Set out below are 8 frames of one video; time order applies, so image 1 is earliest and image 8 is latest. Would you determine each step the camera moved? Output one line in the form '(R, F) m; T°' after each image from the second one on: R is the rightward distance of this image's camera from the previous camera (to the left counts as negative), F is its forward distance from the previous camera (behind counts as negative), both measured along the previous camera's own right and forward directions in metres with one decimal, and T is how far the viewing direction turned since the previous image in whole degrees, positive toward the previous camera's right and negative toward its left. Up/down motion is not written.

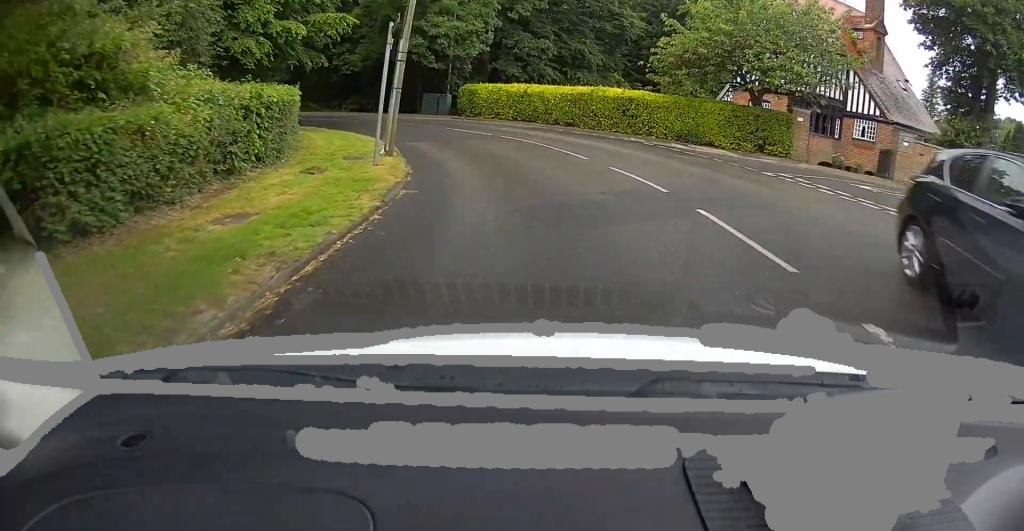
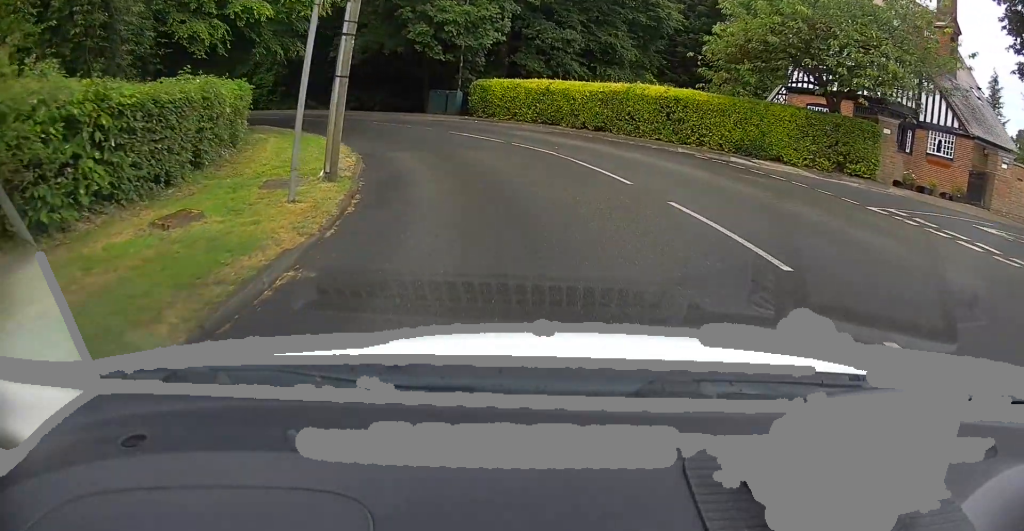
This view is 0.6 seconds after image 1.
(-0.1, +5.0) m; -3°
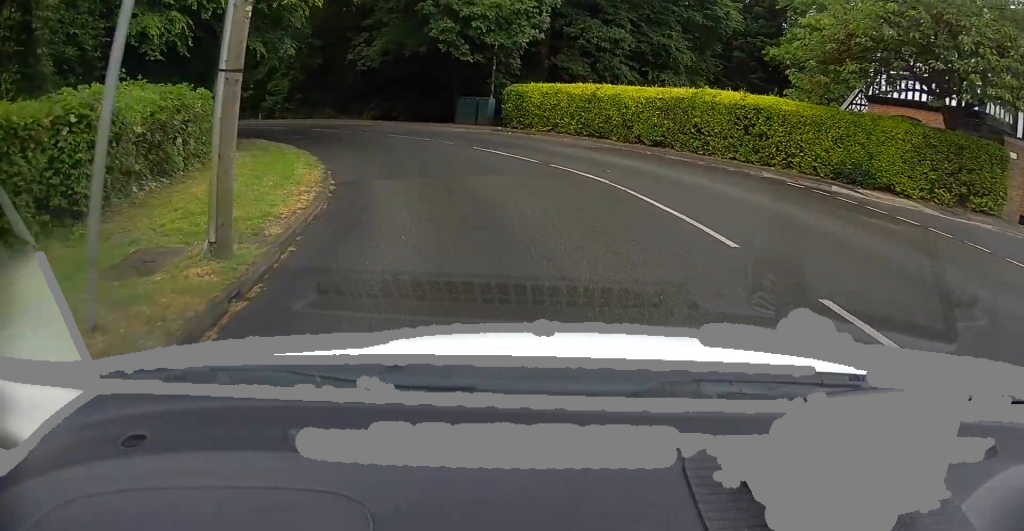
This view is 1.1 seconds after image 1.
(0.0, +4.4) m; -4°
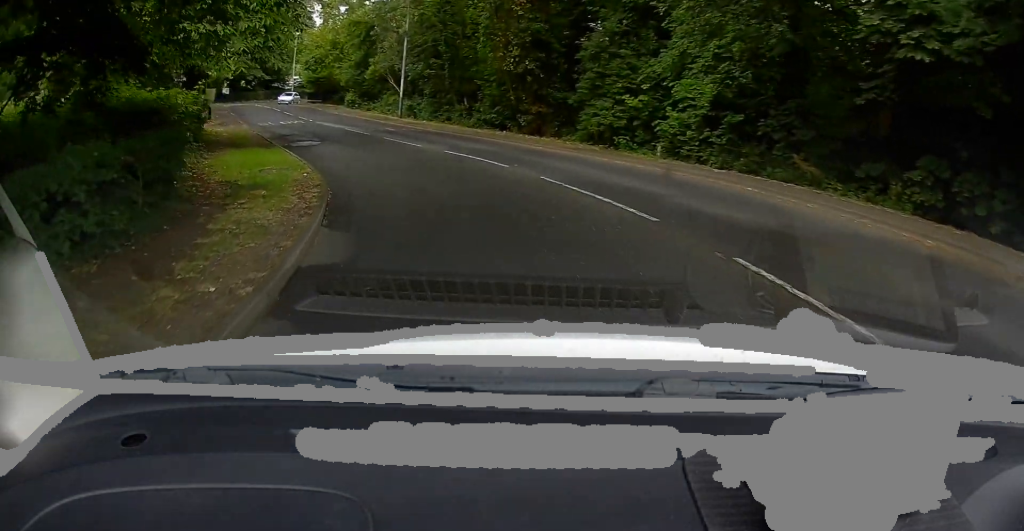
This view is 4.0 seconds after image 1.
(-6.0, +20.6) m; -34°
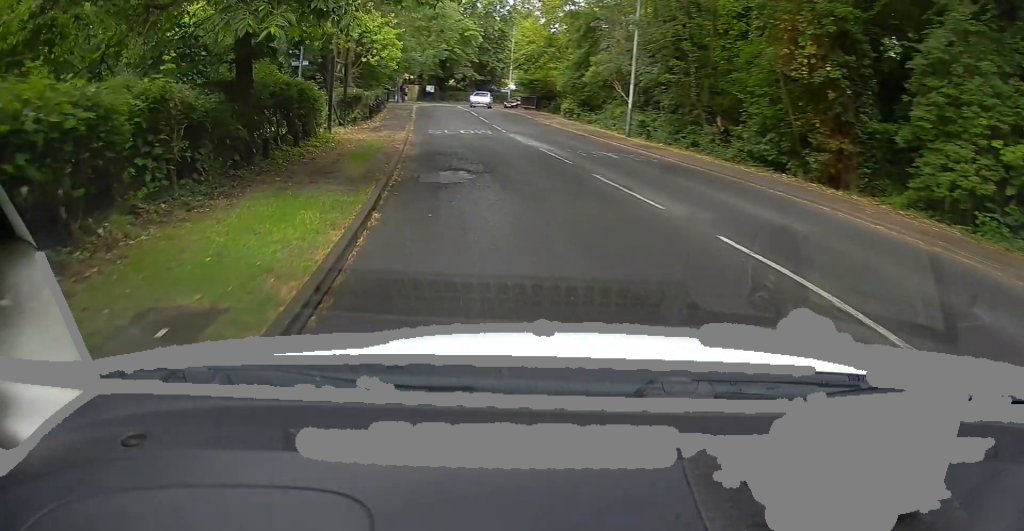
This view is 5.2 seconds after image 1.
(-1.0, +9.9) m; -17°
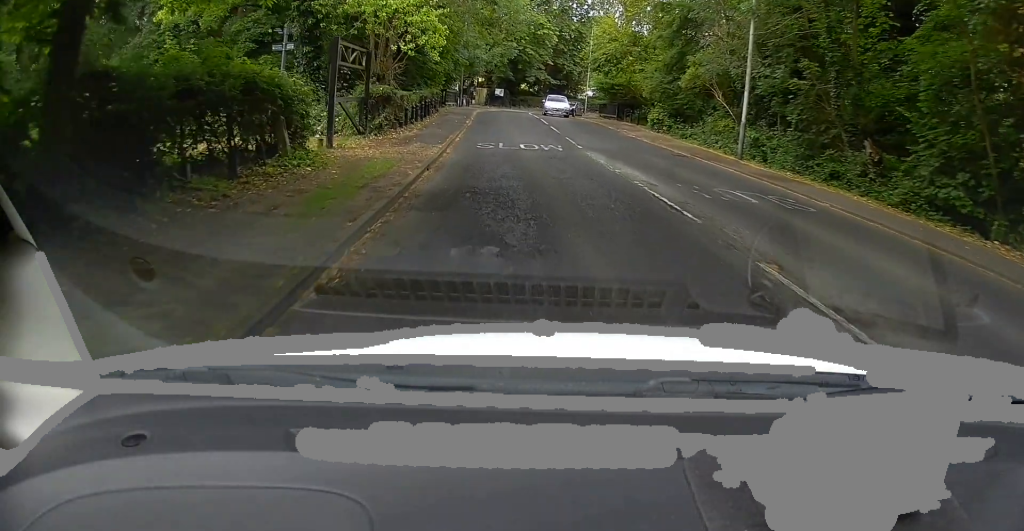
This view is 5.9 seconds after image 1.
(-1.1, +6.6) m; -11°
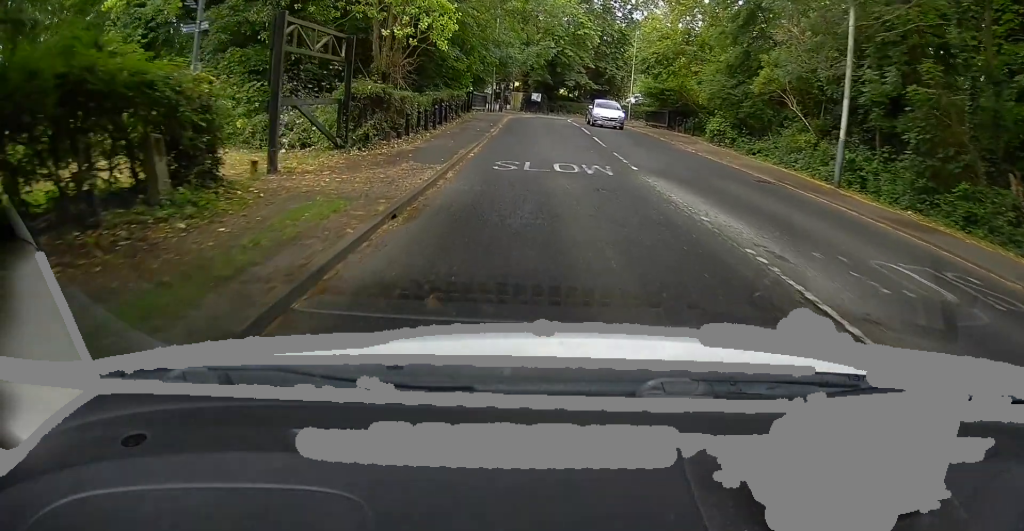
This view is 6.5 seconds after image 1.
(-0.4, +5.1) m; -6°
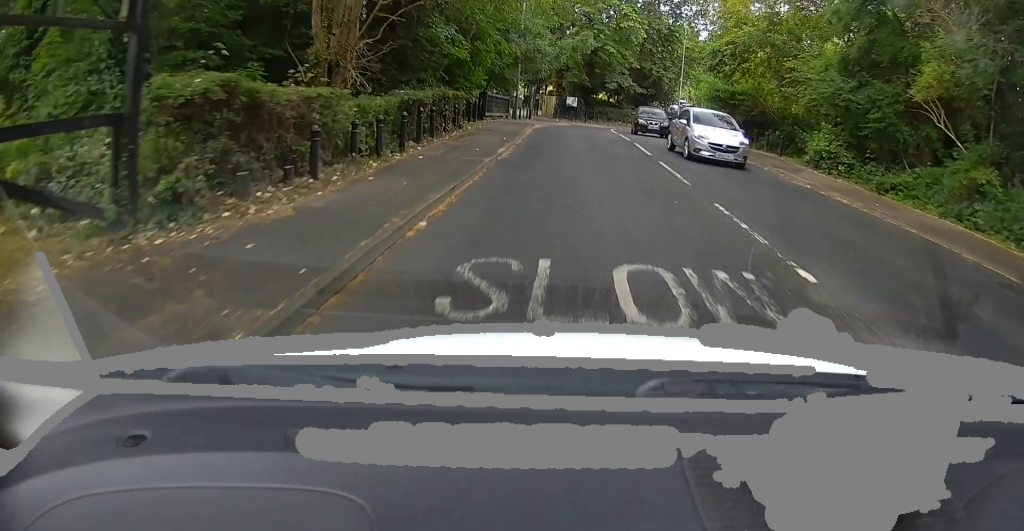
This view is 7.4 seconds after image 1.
(-0.5, +9.1) m; -3°
